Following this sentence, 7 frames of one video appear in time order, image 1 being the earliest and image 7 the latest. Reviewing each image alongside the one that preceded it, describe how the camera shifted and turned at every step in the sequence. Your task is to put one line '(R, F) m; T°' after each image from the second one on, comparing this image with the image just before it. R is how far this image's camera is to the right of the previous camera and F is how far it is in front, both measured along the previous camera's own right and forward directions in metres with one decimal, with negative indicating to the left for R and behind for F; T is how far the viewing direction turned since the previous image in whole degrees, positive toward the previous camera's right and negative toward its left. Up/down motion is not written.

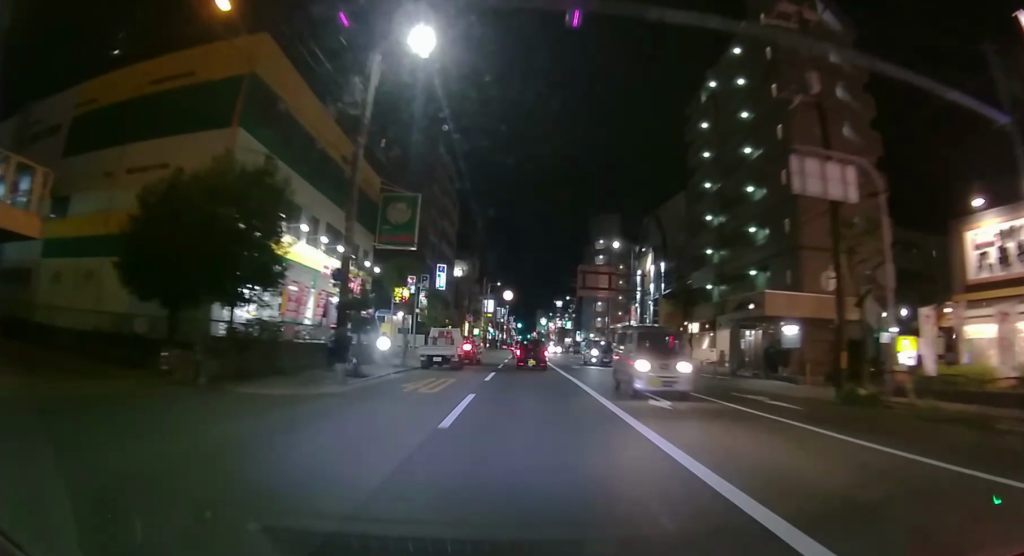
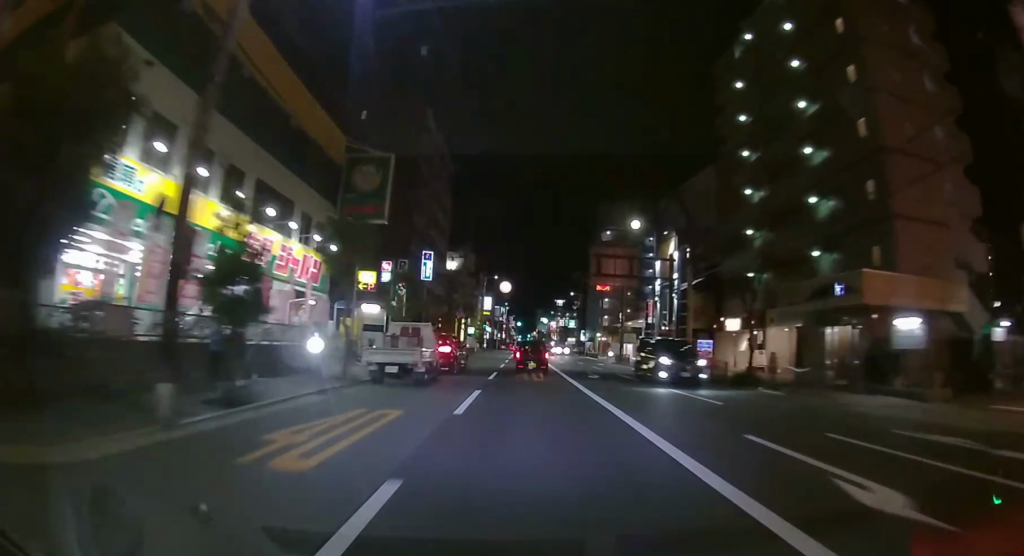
(+0.1, +8.3) m; 0°
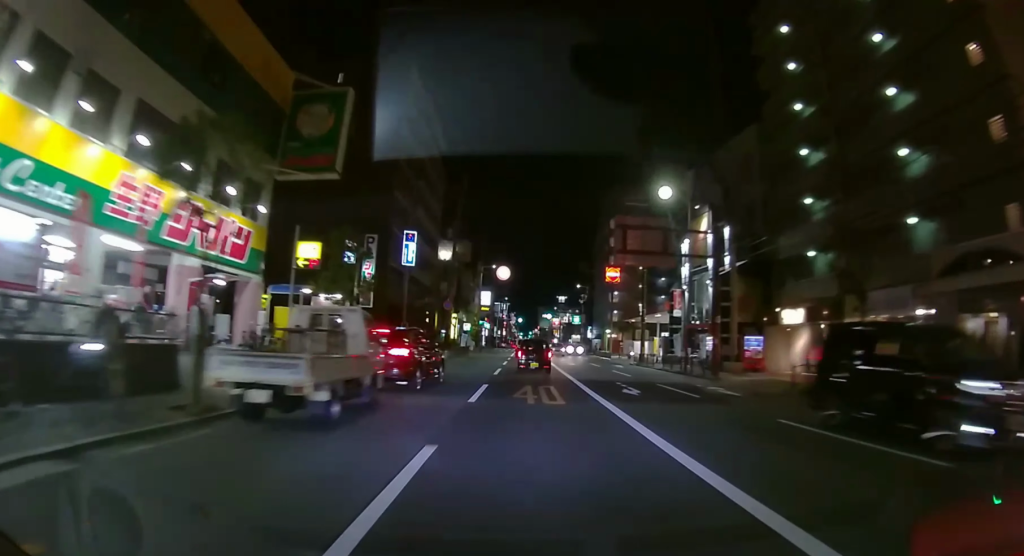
(-0.1, +8.1) m; -1°
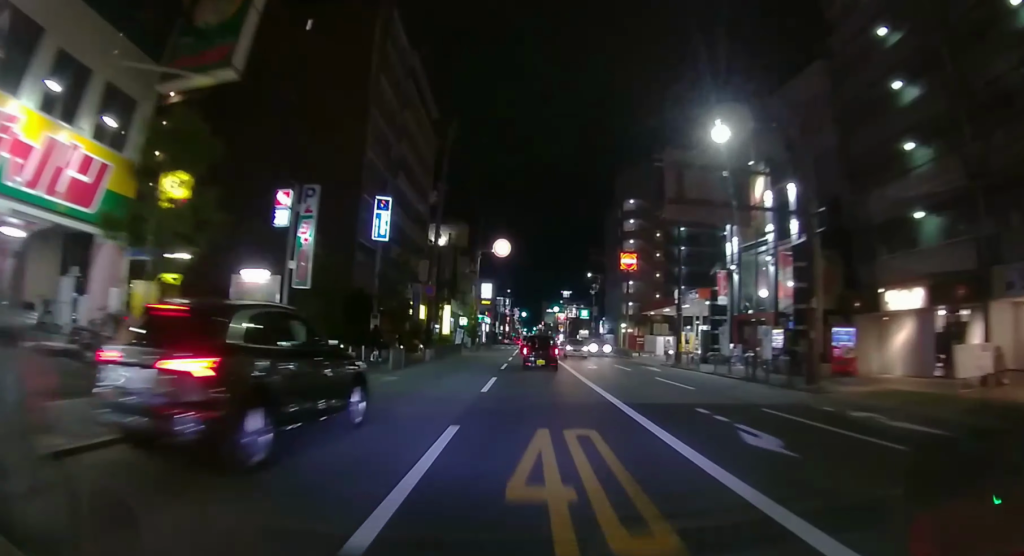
(0.0, +9.2) m; 0°
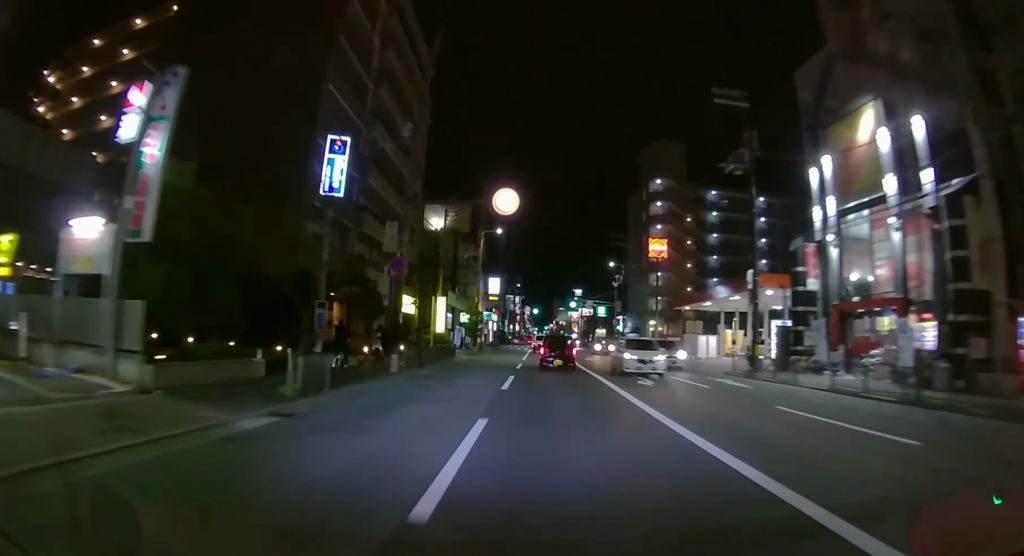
(0.0, +10.0) m; 0°
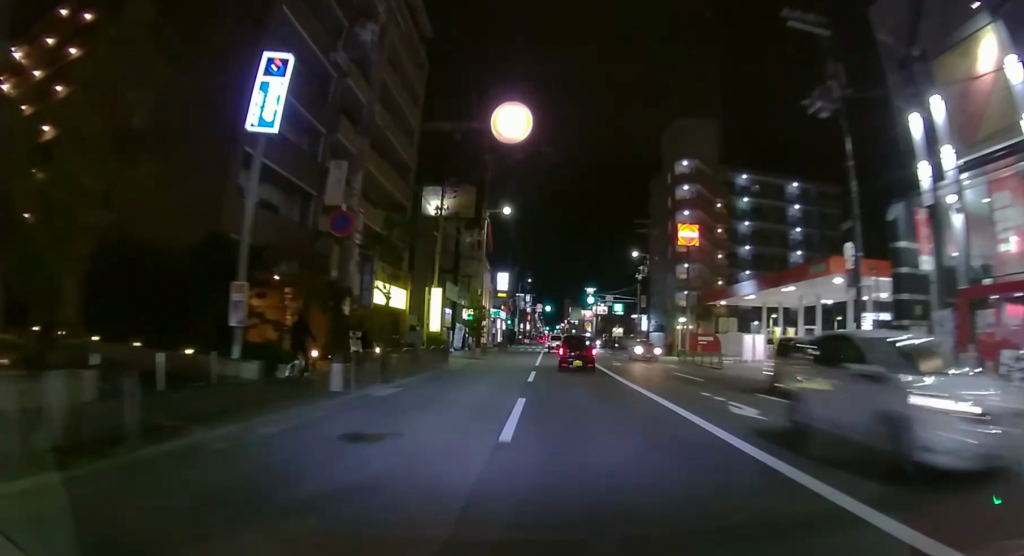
(0.0, +7.5) m; 0°
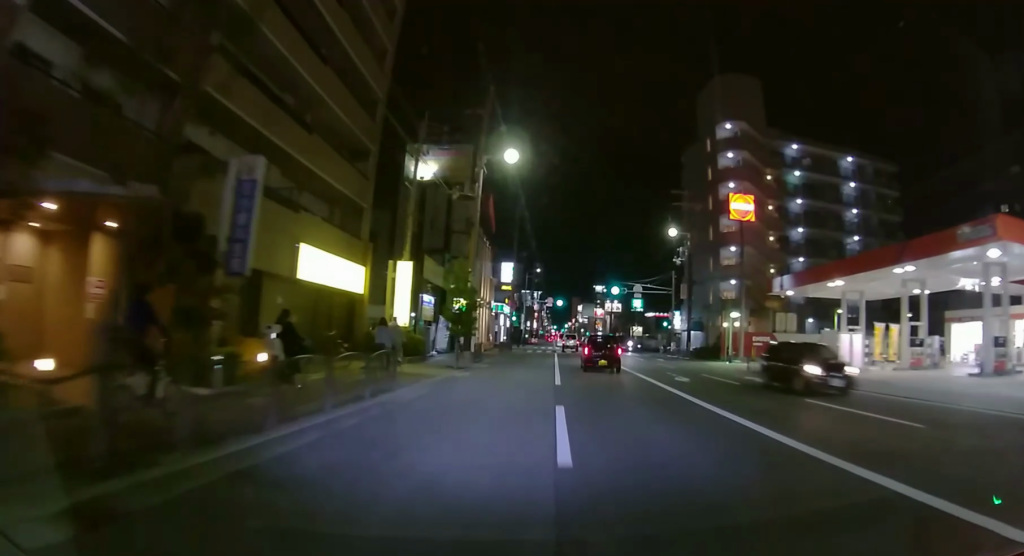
(0.0, +11.7) m; 0°
